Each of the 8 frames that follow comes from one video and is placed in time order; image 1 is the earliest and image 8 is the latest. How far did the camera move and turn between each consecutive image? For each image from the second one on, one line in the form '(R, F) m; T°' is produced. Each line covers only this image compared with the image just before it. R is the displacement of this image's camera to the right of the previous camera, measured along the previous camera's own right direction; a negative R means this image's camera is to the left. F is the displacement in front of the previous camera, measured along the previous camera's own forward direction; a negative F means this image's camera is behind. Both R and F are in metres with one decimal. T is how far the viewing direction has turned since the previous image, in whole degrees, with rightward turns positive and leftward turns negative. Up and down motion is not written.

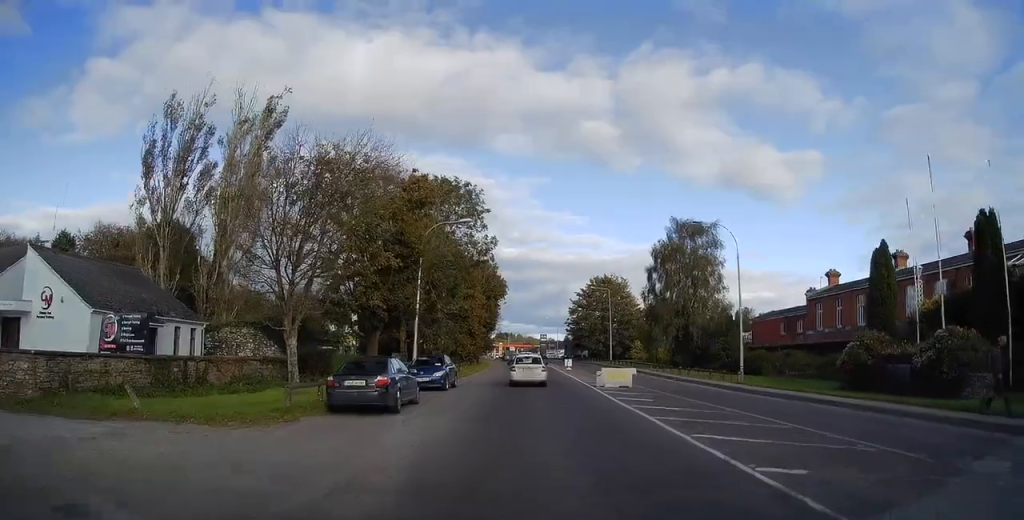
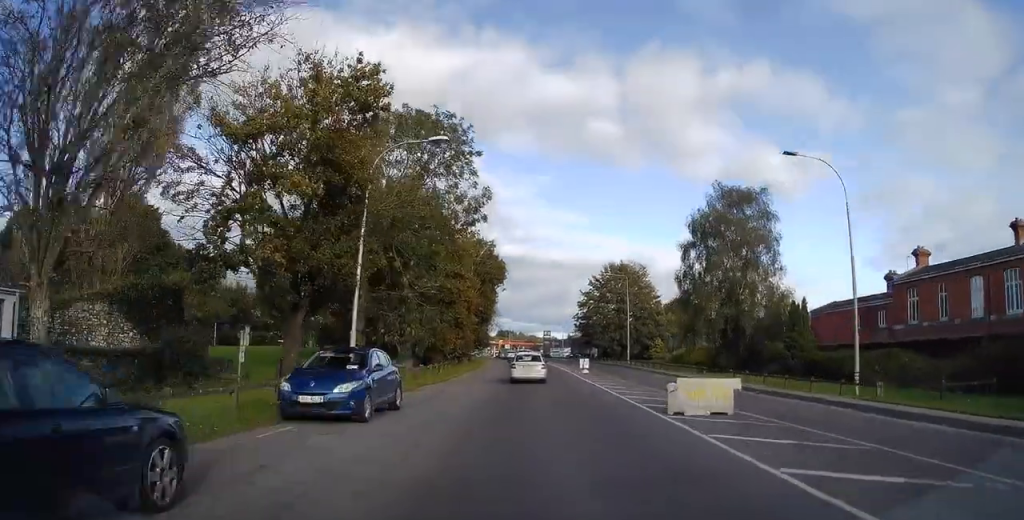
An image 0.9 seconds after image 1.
(+0.4, +12.0) m; 0°
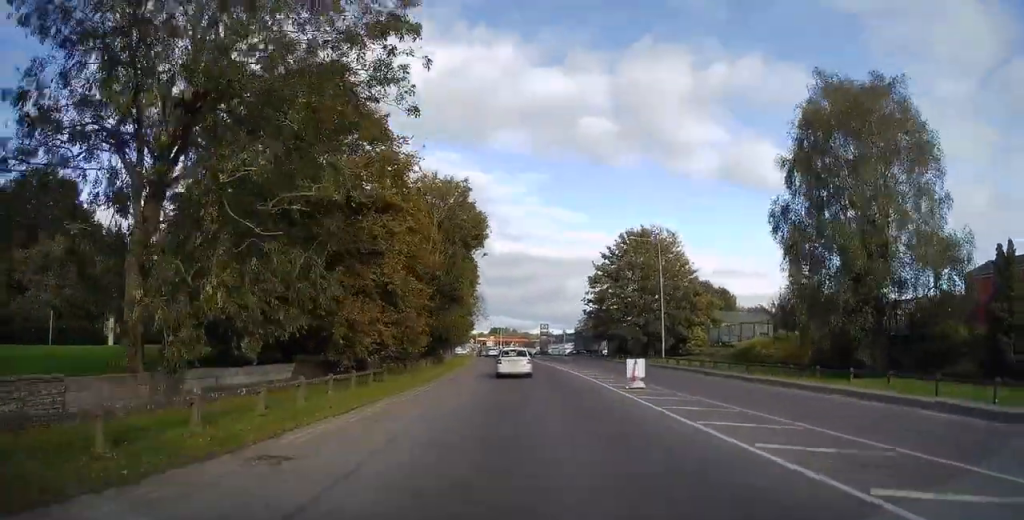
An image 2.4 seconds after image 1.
(-0.7, +18.6) m; -2°
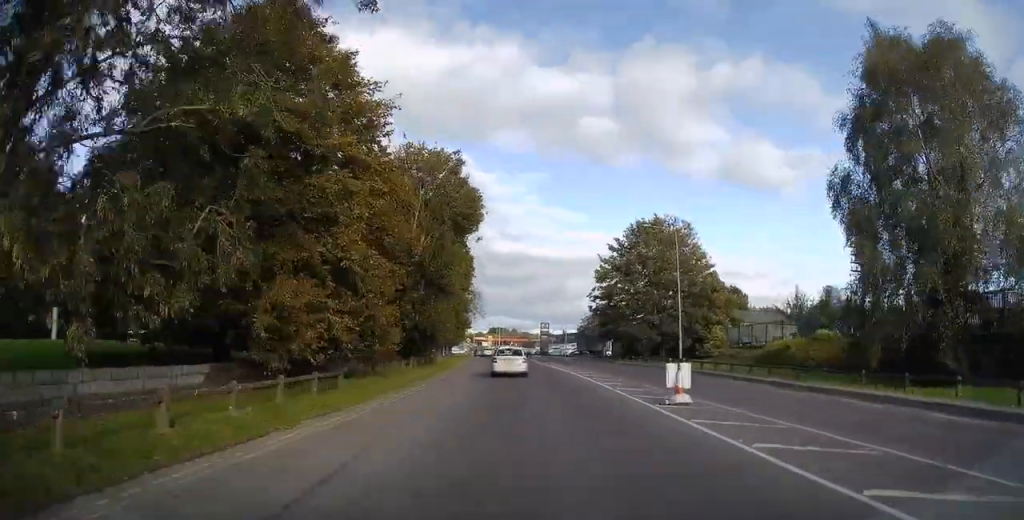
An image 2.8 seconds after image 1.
(0.0, +5.3) m; 0°
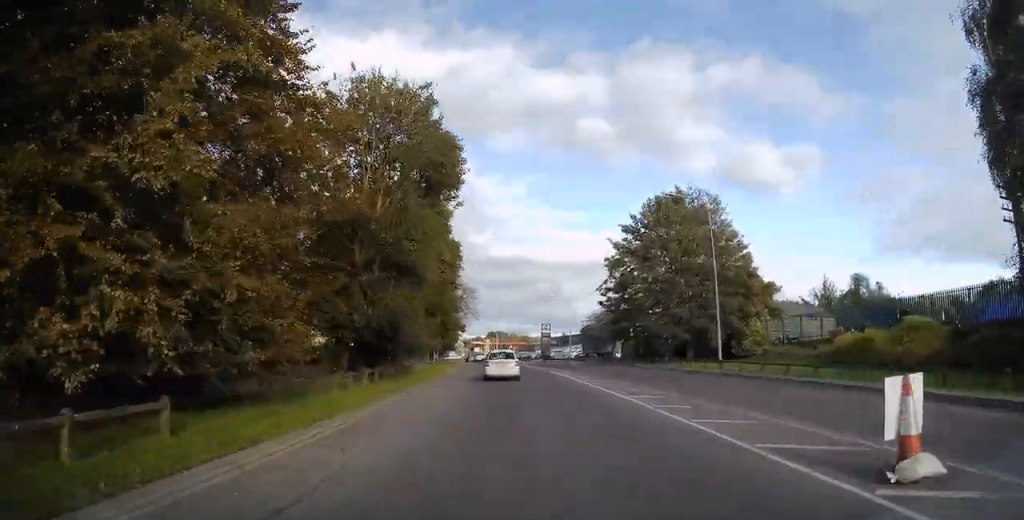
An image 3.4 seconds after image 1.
(0.0, +8.6) m; 0°
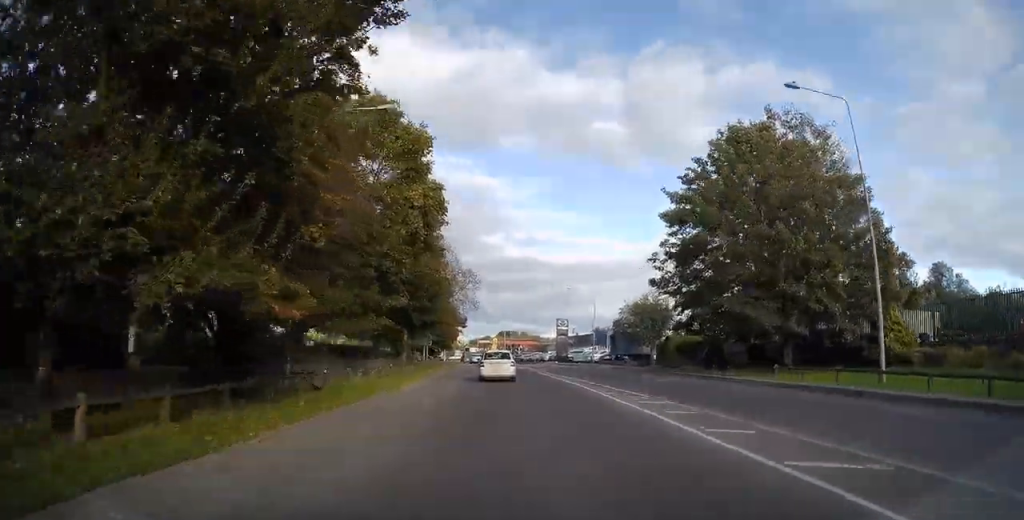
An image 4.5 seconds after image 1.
(+0.1, +15.4) m; 0°
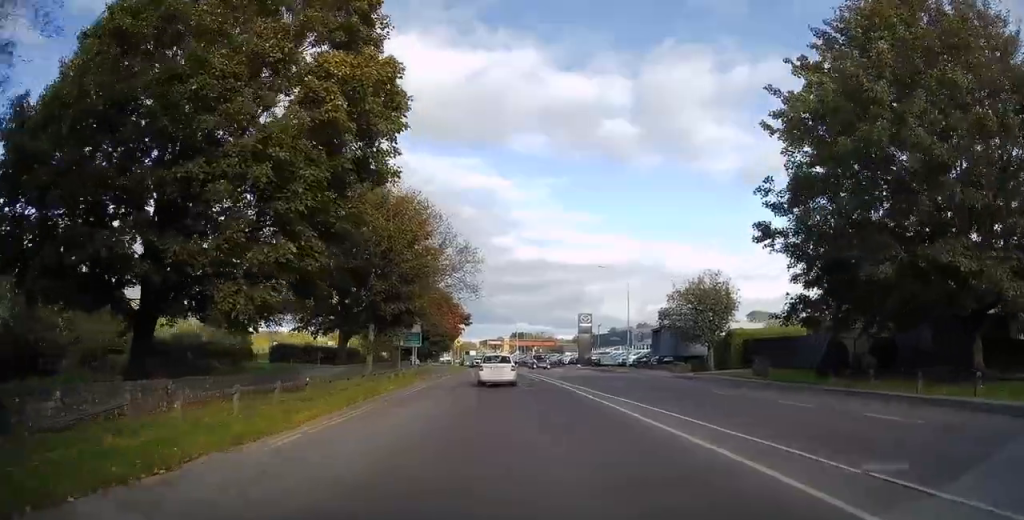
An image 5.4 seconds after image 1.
(0.0, +13.5) m; 0°
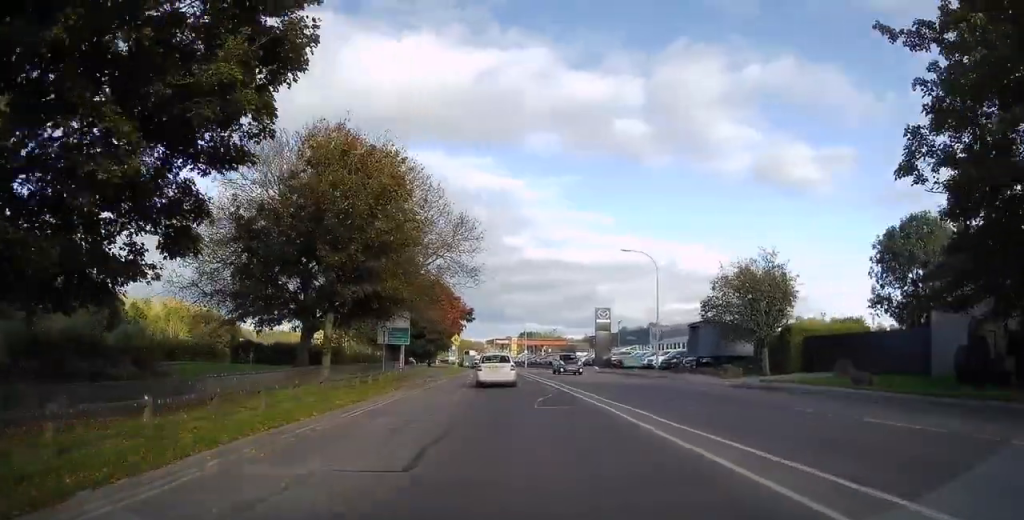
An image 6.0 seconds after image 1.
(0.0, +8.3) m; 0°
